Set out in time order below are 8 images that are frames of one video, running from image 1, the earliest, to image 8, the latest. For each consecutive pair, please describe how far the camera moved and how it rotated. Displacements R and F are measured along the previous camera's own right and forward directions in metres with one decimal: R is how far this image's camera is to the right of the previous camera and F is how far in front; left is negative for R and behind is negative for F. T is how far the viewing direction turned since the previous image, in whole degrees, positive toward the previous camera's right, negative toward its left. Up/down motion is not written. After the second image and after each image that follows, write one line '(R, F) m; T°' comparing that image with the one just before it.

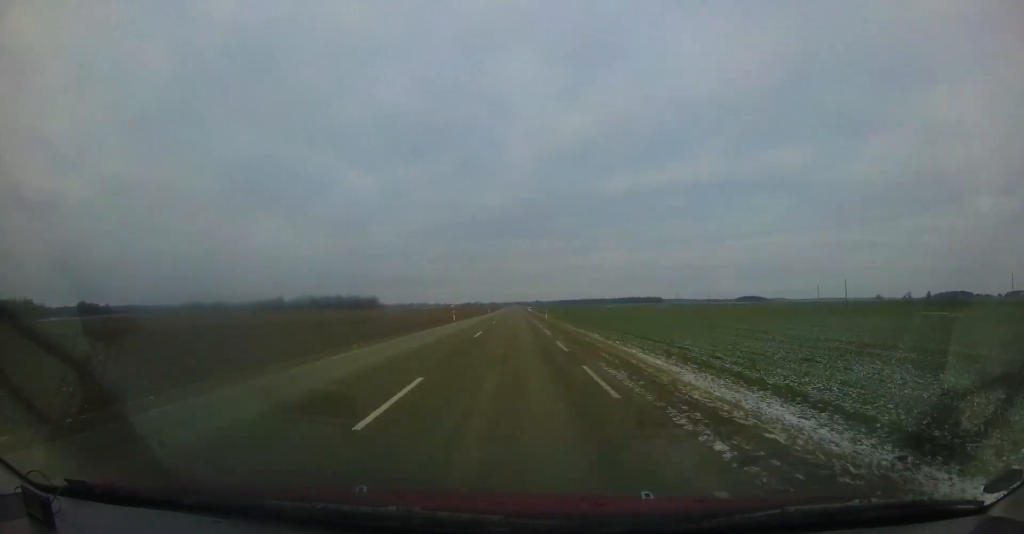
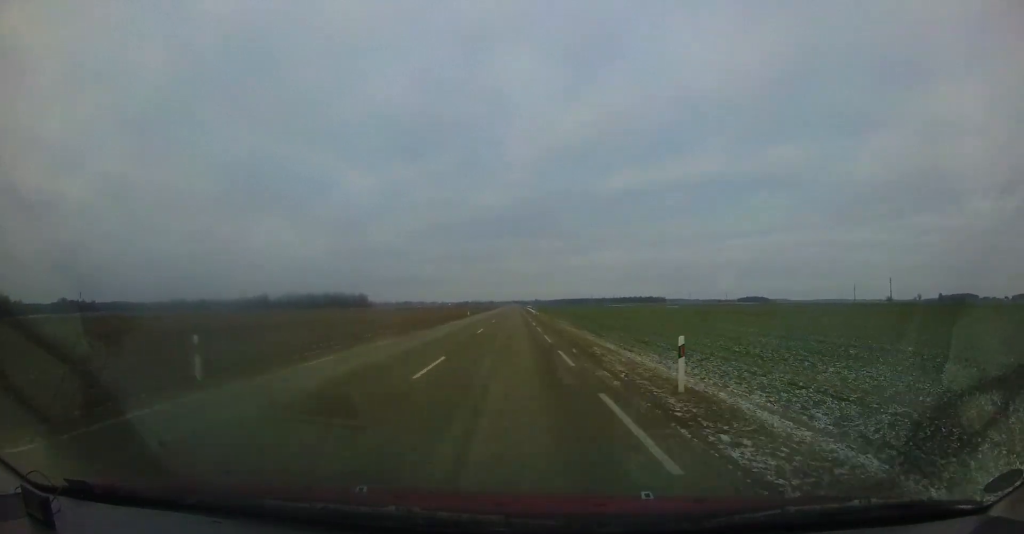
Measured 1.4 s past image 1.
(-0.2, +32.6) m; 0°
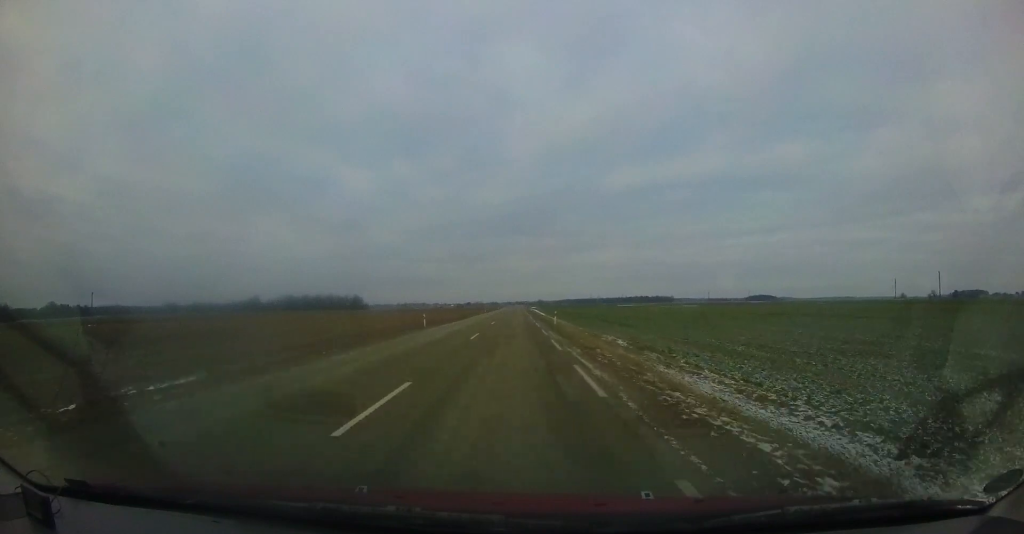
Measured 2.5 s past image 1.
(+0.3, +27.5) m; -1°
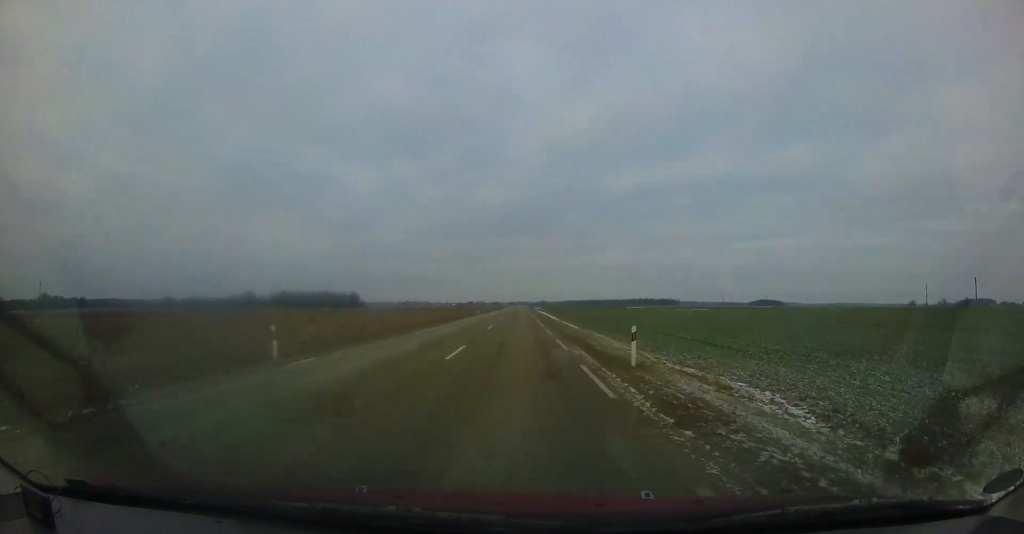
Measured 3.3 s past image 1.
(-0.3, +18.2) m; -1°
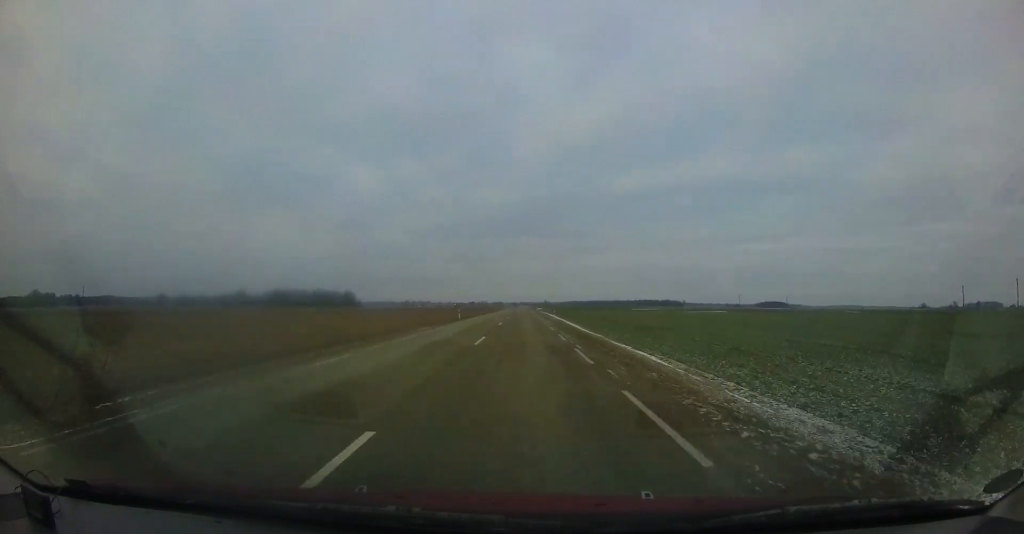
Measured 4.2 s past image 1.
(-0.4, +20.7) m; 0°
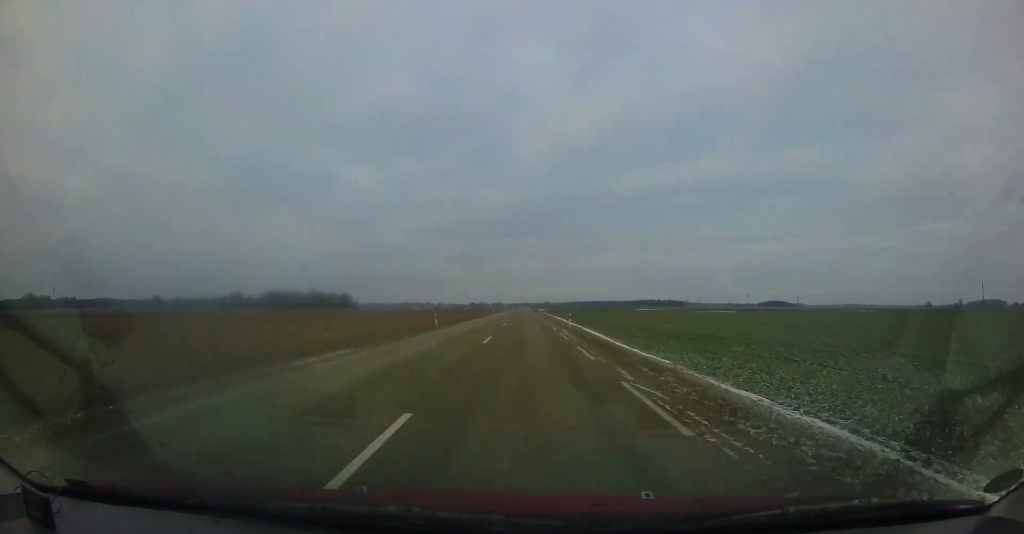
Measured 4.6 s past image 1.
(+0.1, +11.2) m; +1°
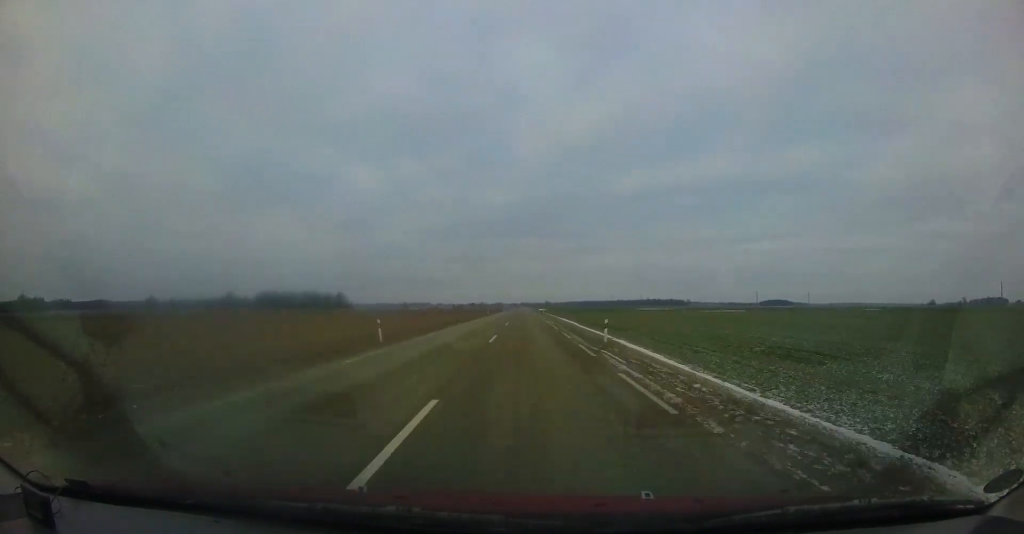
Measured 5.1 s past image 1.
(+0.1, +11.3) m; +1°
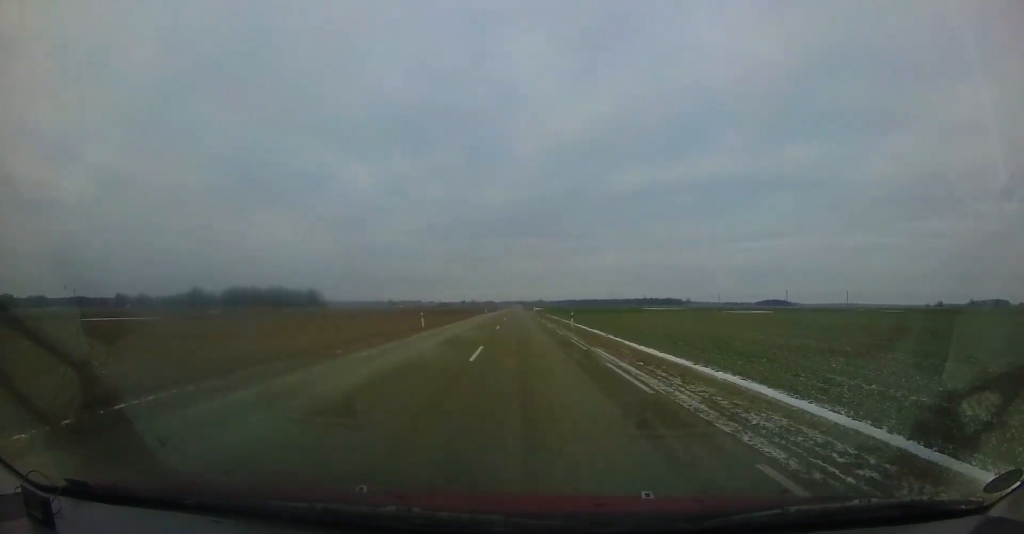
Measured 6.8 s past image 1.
(+0.3, +41.3) m; -1°
